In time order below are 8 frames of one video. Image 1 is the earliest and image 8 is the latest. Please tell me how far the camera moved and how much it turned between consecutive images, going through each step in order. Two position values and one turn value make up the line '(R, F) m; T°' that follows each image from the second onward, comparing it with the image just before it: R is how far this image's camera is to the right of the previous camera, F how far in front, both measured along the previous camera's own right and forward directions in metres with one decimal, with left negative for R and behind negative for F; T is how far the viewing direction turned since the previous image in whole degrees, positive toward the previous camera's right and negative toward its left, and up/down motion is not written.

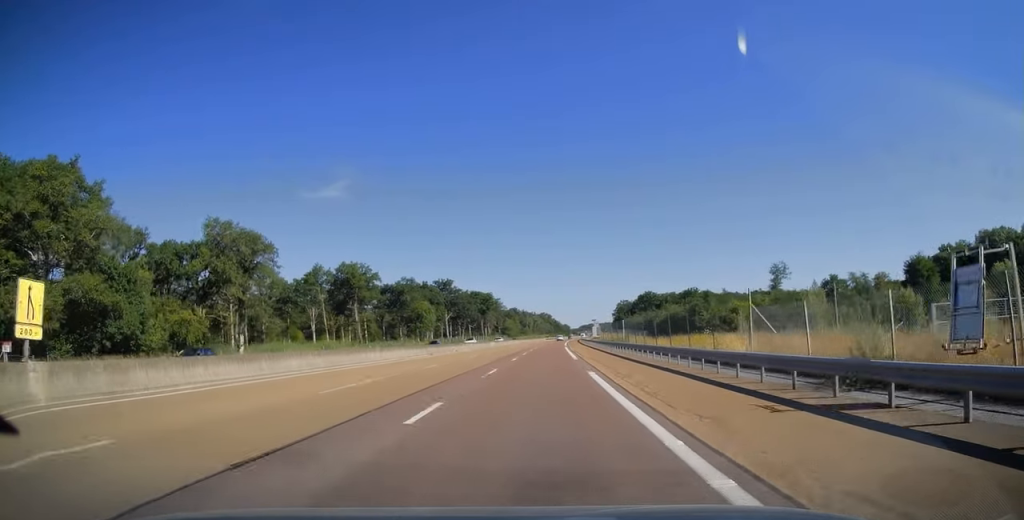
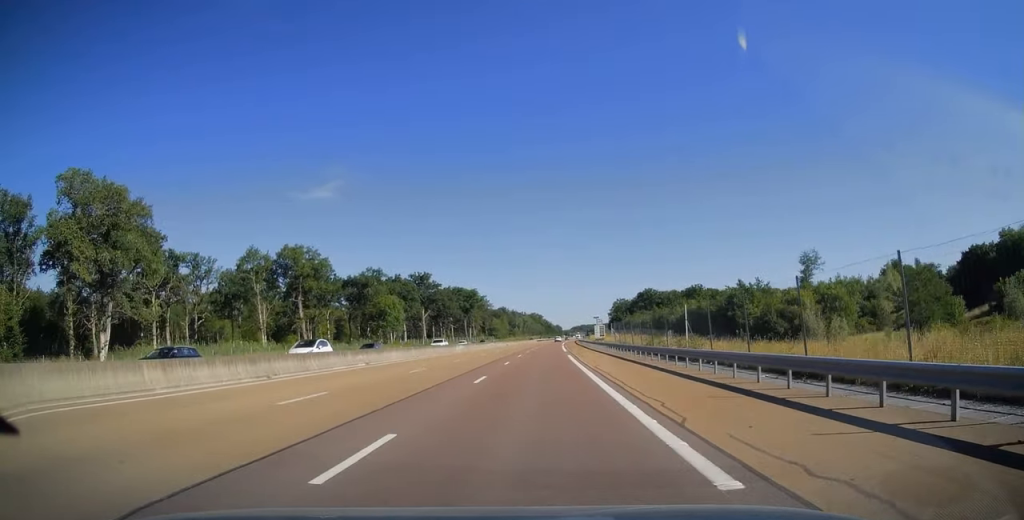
(+0.1, +29.8) m; +1°
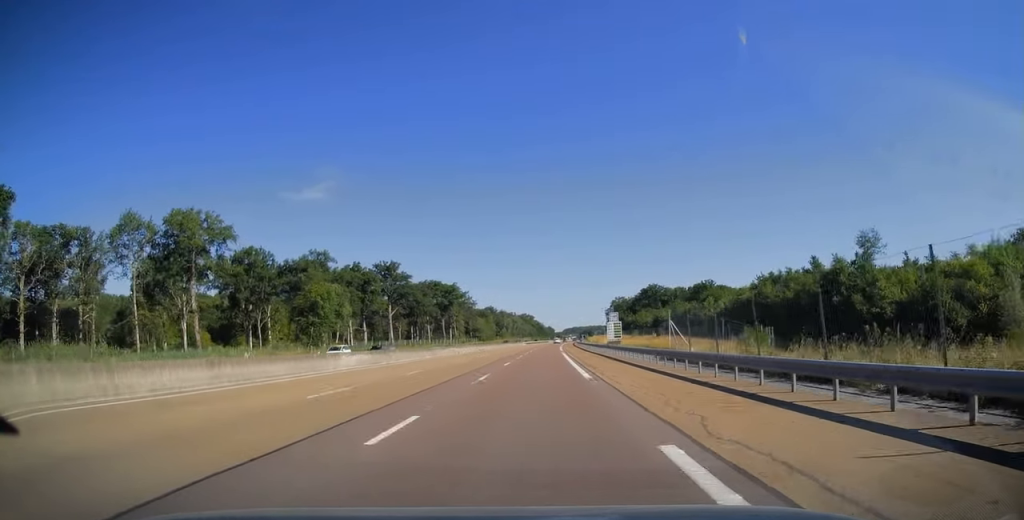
(+0.2, +36.4) m; +1°
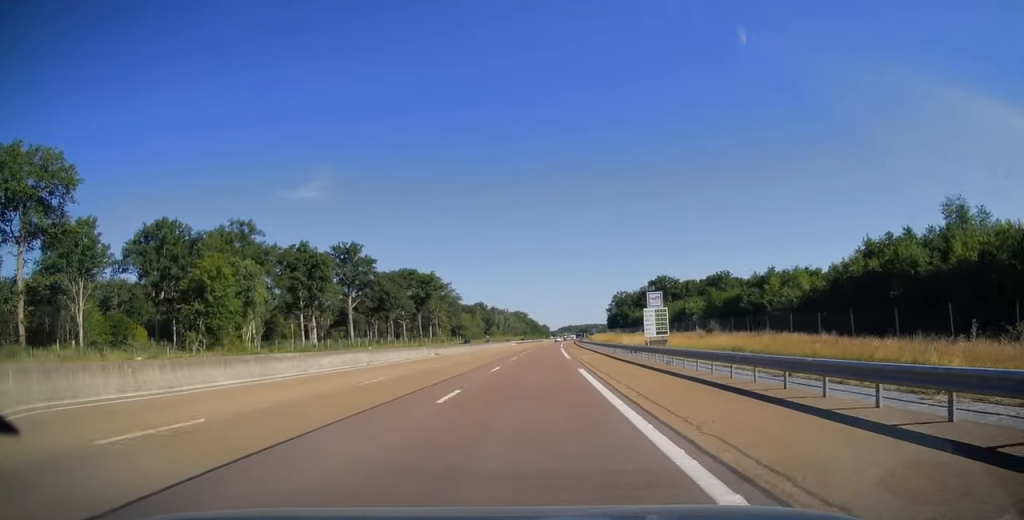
(+0.4, +33.6) m; +1°
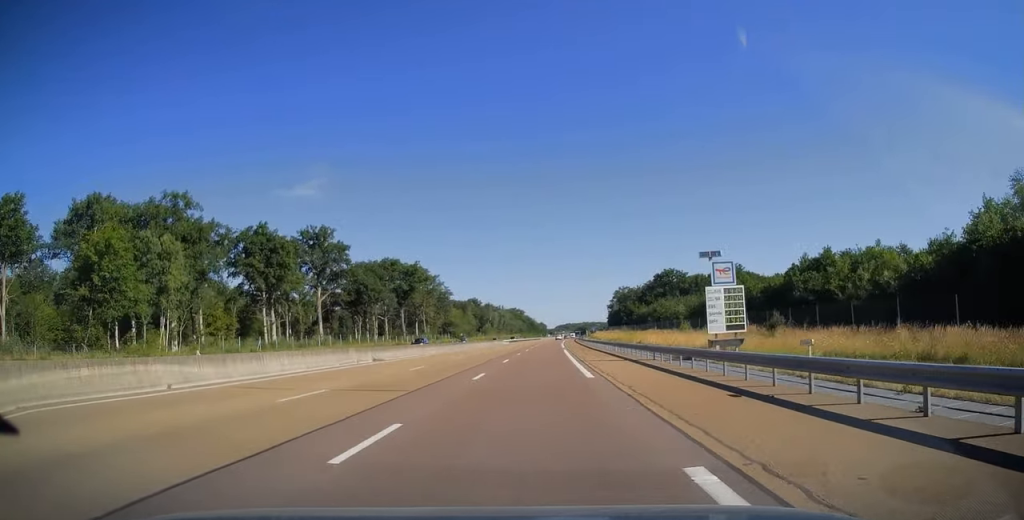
(0.0, +19.4) m; 0°
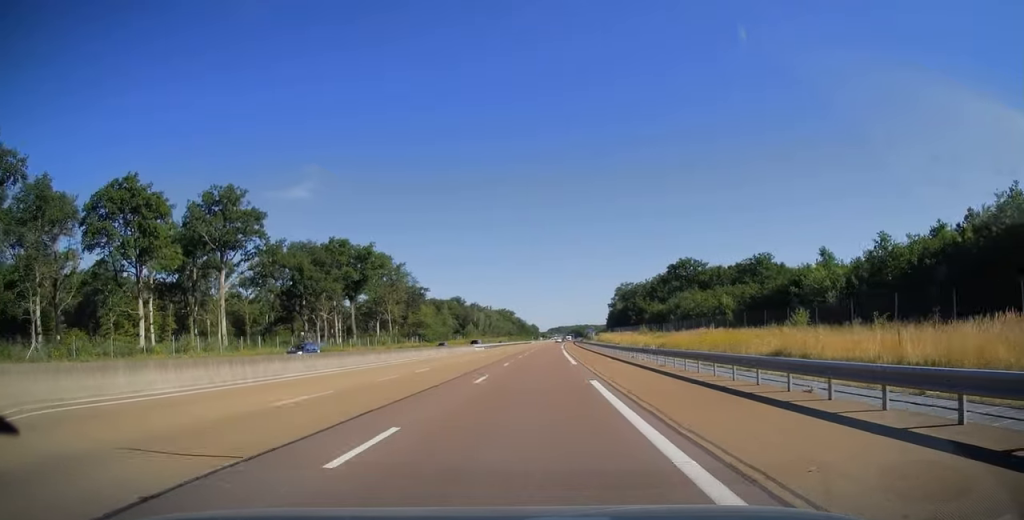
(0.0, +38.9) m; 0°
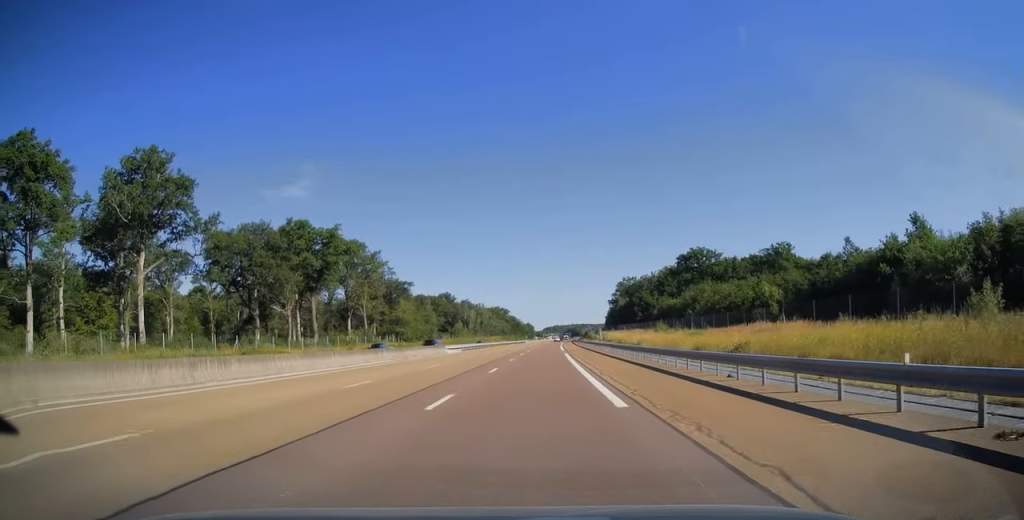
(+0.1, +20.5) m; 0°
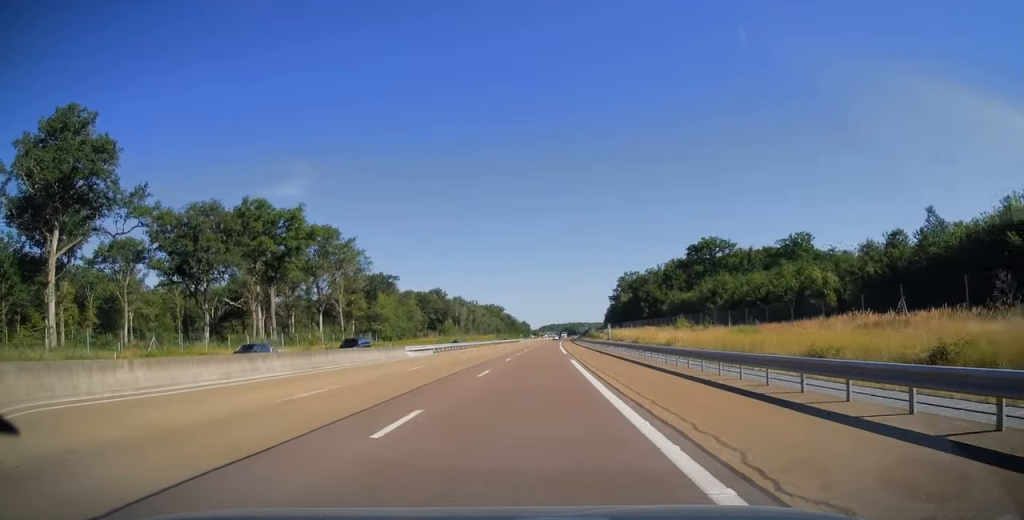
(+0.1, +16.3) m; 0°
